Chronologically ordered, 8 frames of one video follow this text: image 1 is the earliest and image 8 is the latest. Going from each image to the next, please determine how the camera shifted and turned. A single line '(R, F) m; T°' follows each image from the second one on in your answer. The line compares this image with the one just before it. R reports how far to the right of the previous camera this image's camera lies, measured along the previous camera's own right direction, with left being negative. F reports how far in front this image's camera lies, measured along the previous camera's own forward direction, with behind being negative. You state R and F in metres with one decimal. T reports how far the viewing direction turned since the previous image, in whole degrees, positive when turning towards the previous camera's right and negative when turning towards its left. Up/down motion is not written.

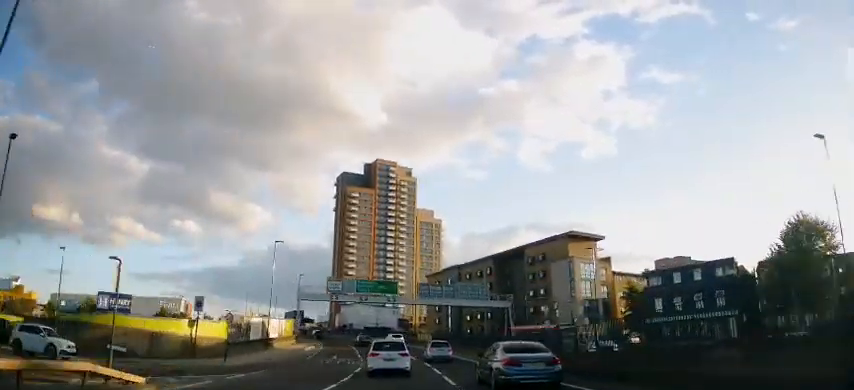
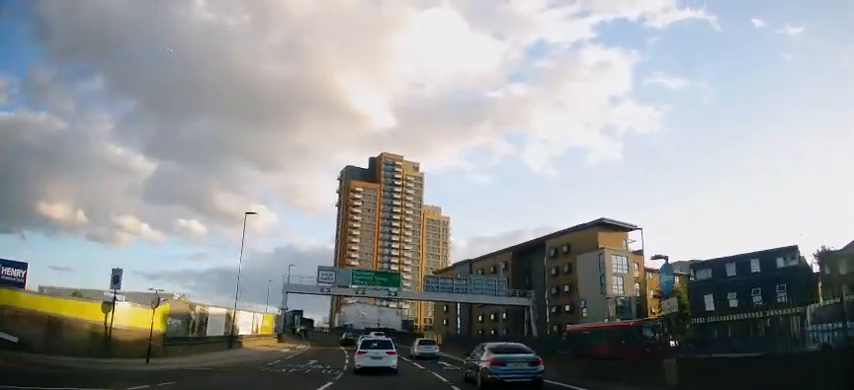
(+0.1, +10.5) m; -1°
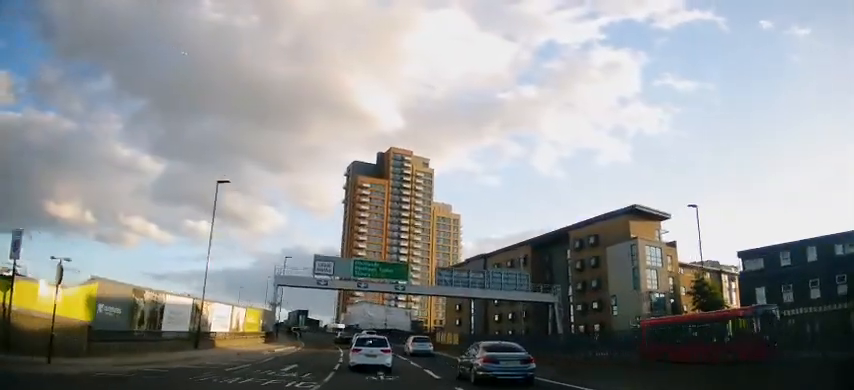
(-0.2, +7.7) m; -1°
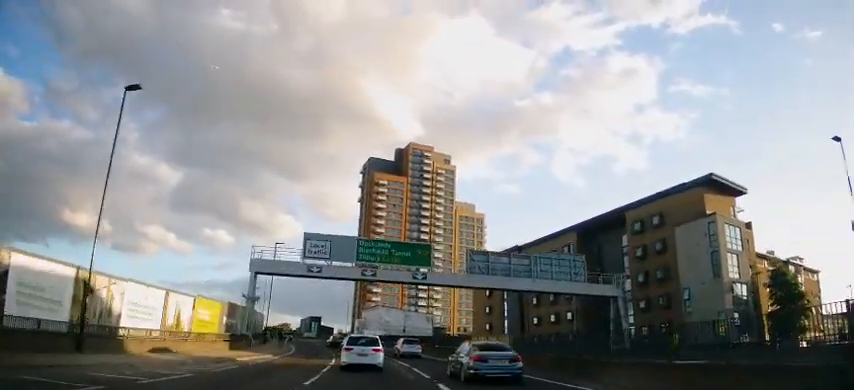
(-0.2, +13.4) m; -2°
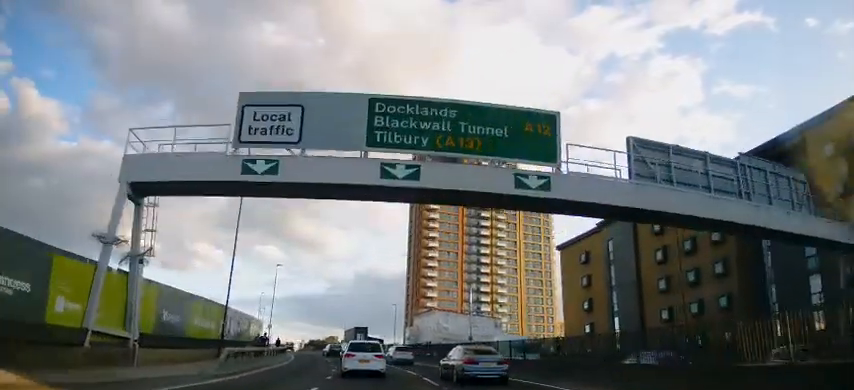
(-1.4, +24.2) m; -6°
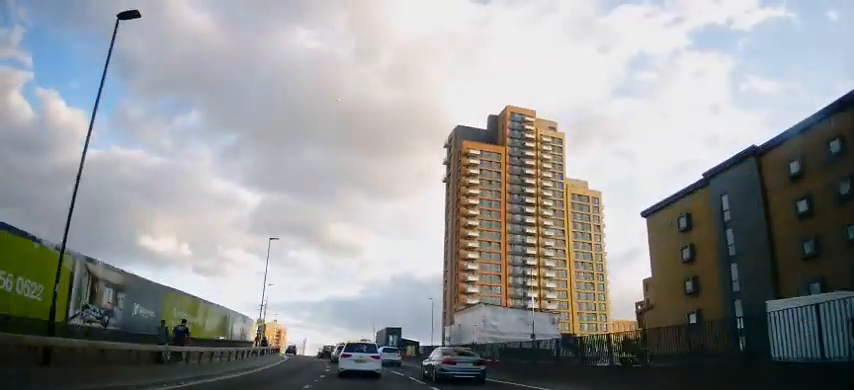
(-0.1, +16.9) m; -3°
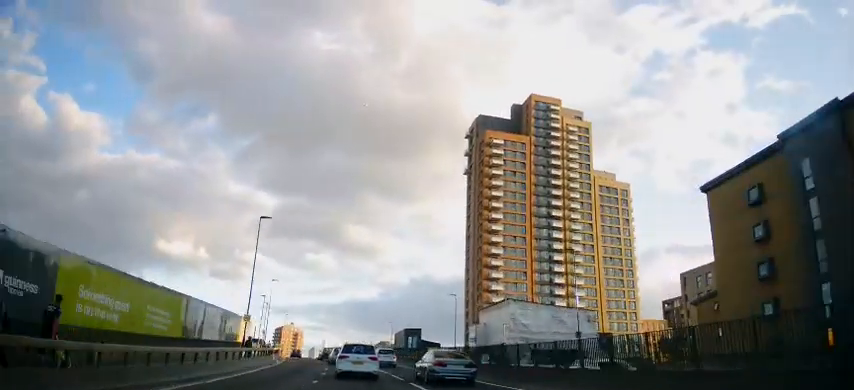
(-0.4, +8.3) m; -3°
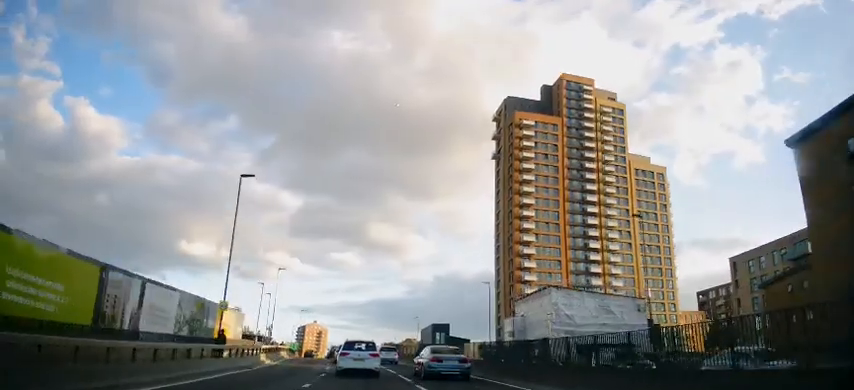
(-0.2, +9.2) m; -3°
